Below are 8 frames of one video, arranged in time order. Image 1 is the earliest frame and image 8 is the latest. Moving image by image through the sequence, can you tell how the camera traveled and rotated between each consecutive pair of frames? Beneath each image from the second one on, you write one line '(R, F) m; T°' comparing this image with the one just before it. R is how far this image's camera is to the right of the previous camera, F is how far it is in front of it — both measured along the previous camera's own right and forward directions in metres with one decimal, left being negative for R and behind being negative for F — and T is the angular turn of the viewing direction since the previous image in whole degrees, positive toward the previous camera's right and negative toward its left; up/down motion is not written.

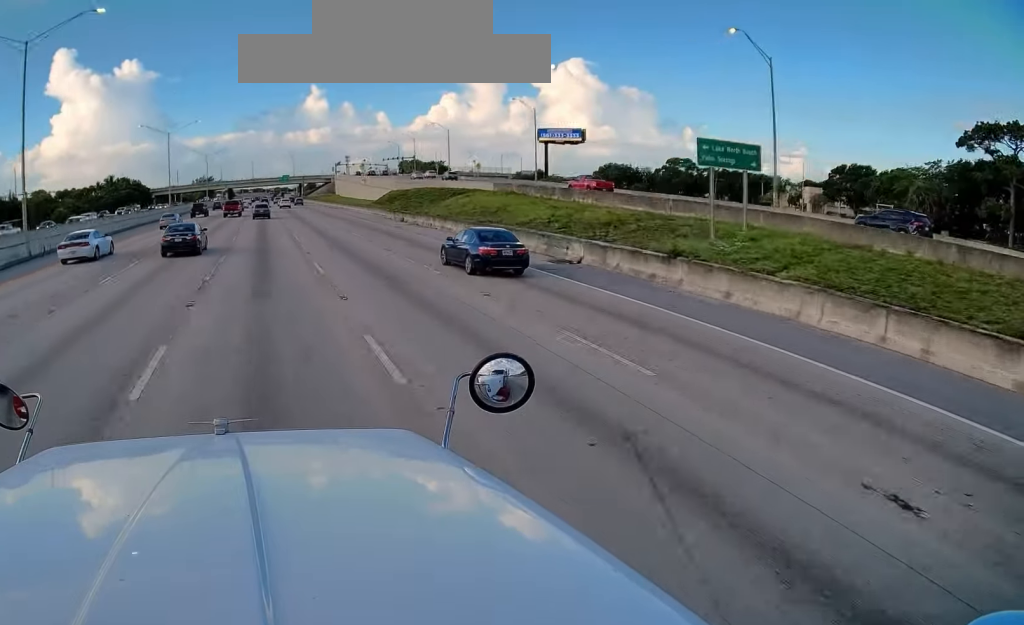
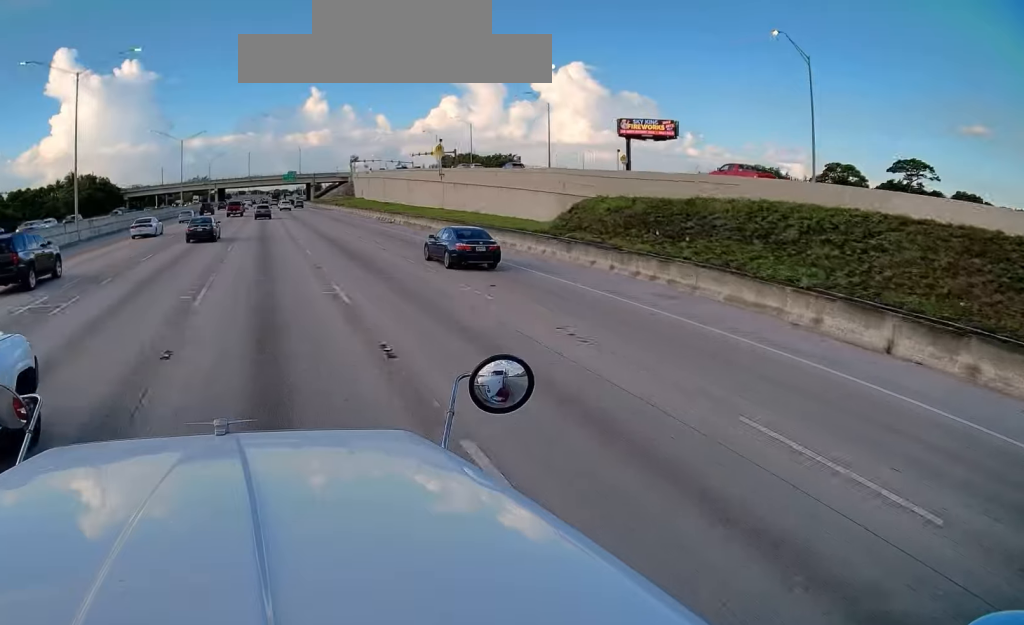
(-0.4, +53.4) m; -1°
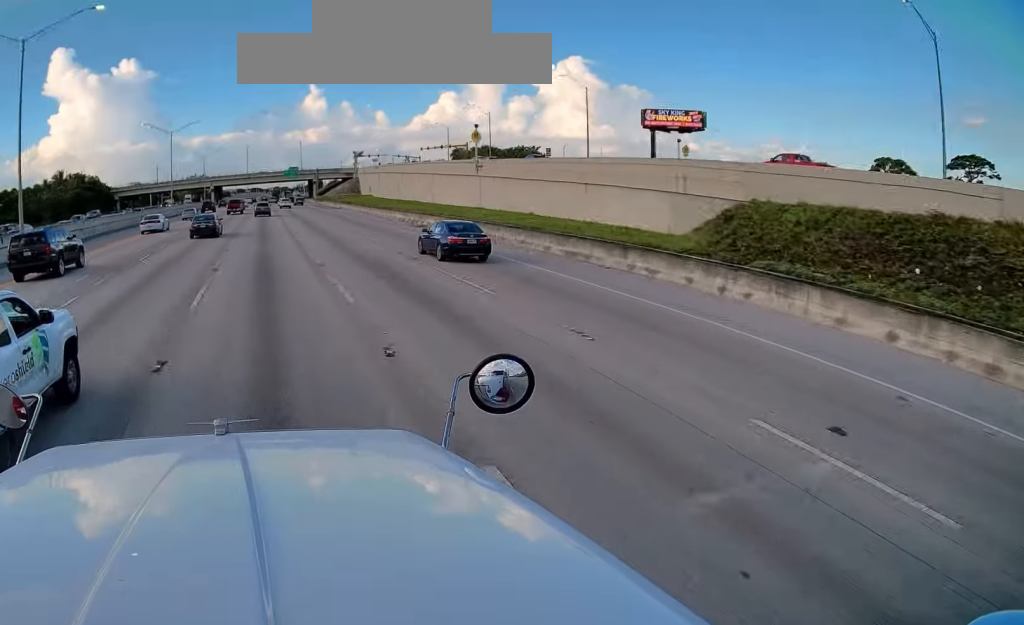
(-0.1, +12.6) m; 0°
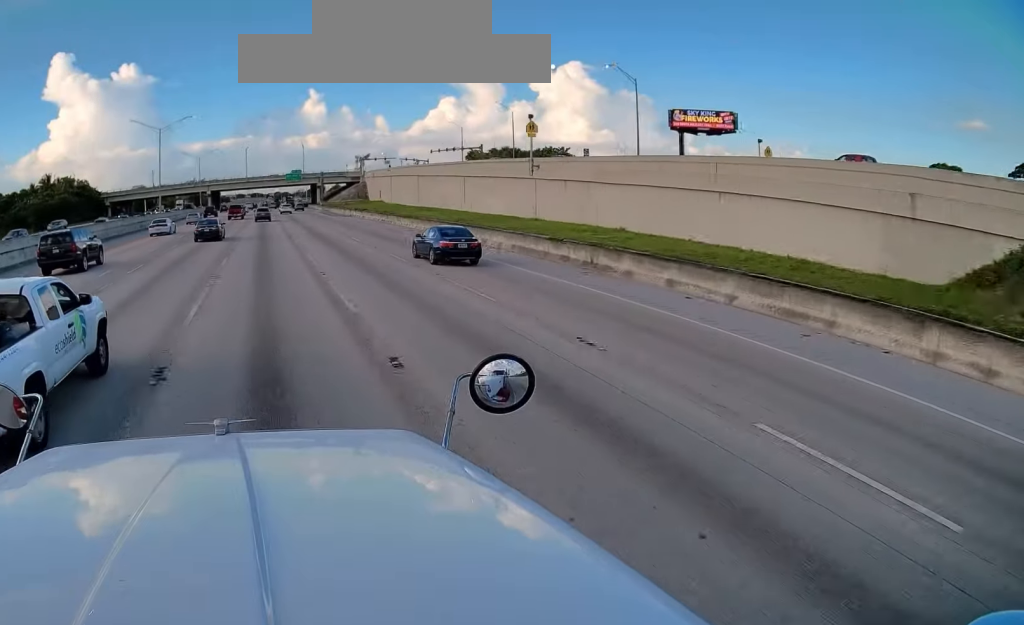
(0.0, +11.5) m; 0°
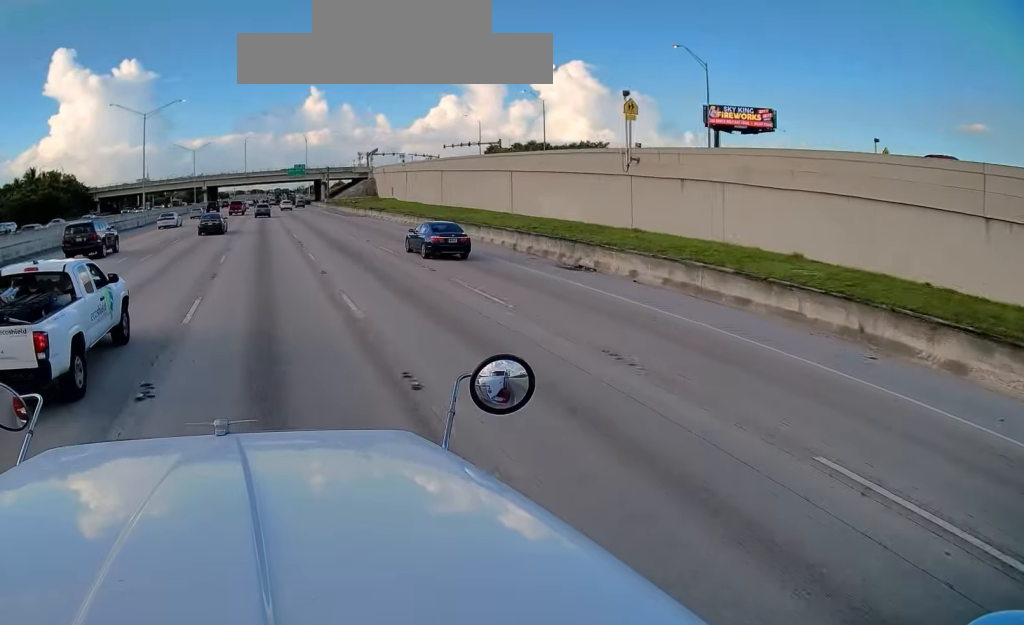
(+0.2, +13.1) m; 0°
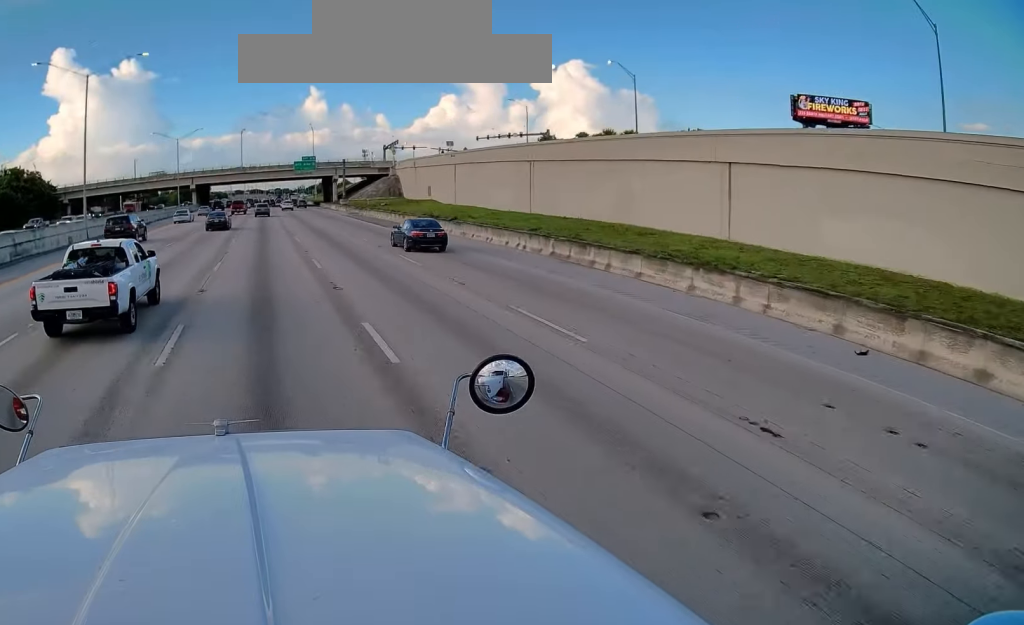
(-0.2, +27.2) m; 0°
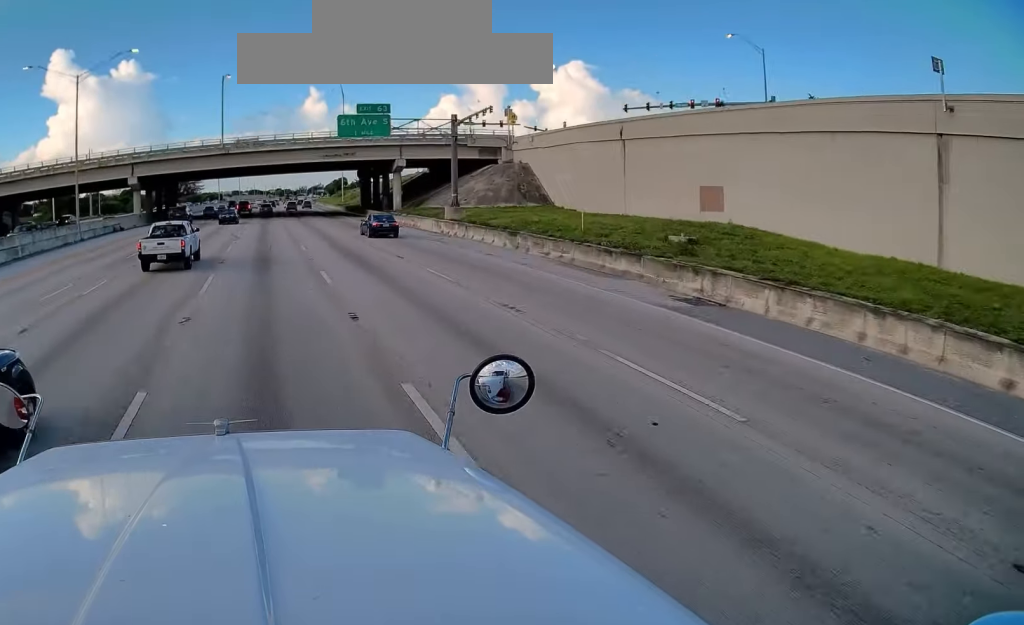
(+0.5, +60.6) m; 0°
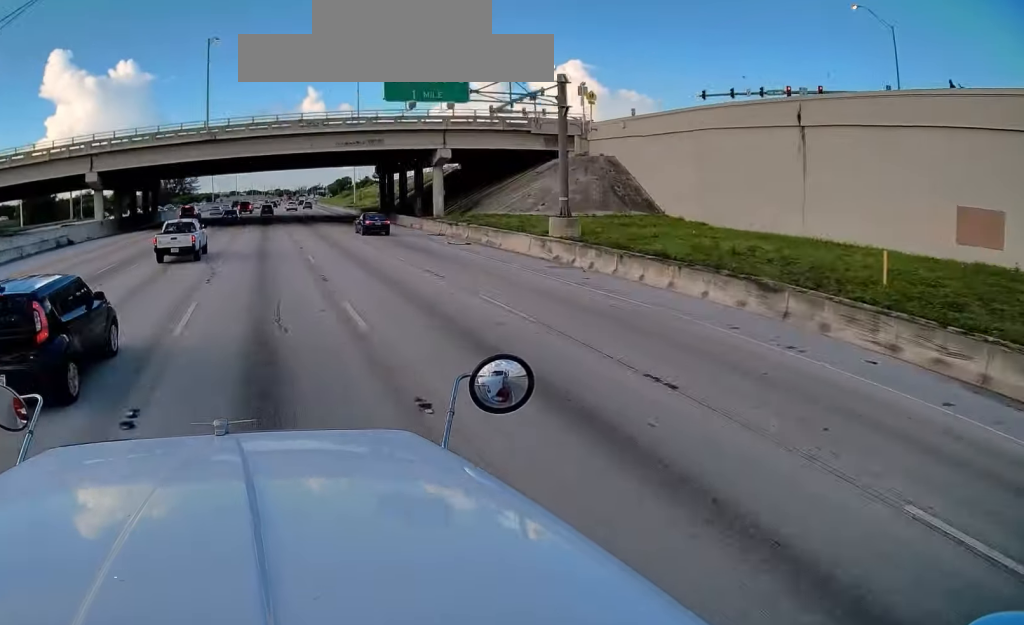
(-0.2, +15.8) m; 0°
